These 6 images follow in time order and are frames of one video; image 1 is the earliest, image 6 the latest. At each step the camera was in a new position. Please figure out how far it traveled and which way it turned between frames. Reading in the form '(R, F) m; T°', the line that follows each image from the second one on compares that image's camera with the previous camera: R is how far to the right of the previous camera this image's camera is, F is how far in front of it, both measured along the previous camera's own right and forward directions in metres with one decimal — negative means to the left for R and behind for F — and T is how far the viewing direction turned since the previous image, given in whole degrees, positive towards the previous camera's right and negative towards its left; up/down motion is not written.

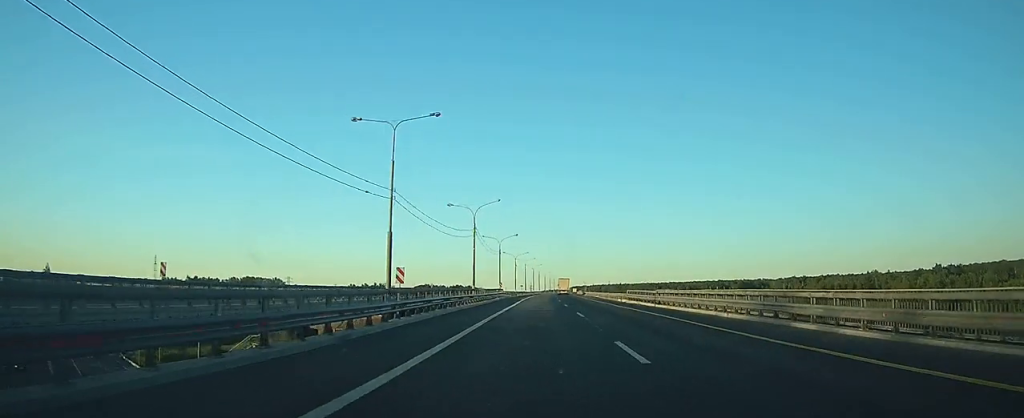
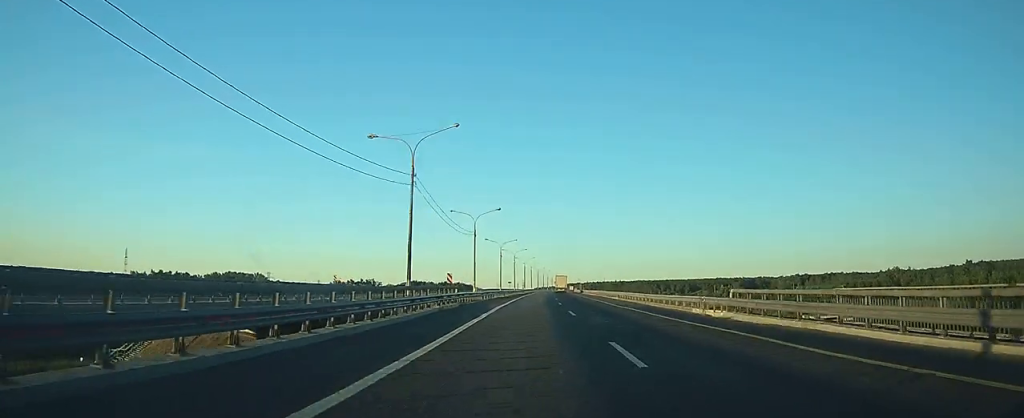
(+0.2, +32.2) m; 0°
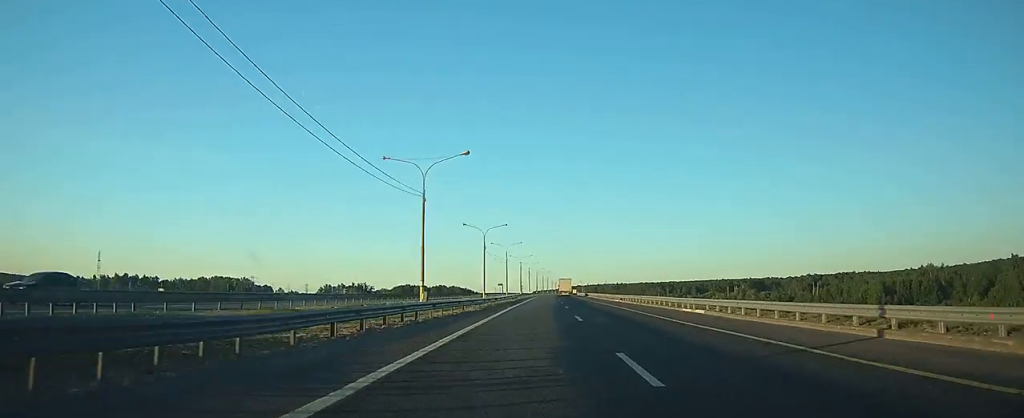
(+0.1, +34.1) m; 0°
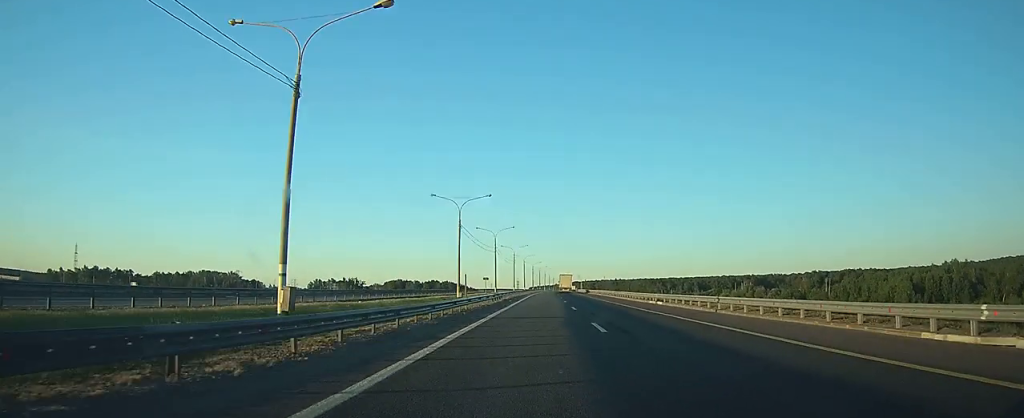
(+0.1, +23.7) m; 0°
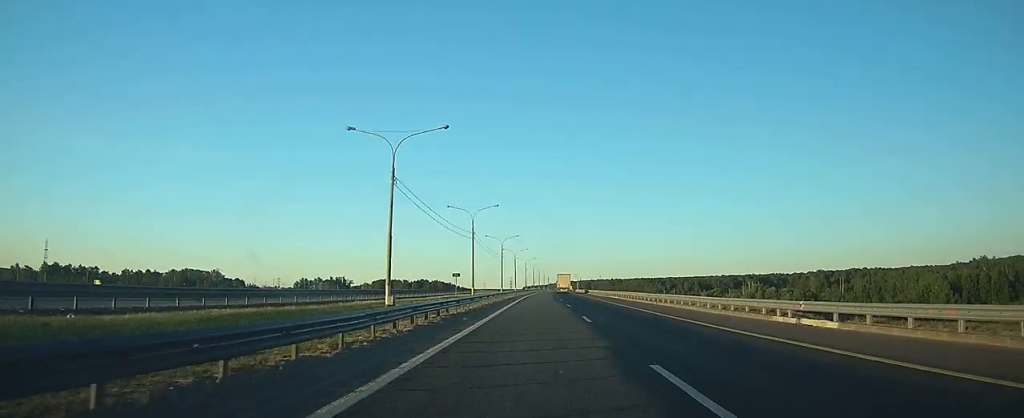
(+0.1, +26.6) m; 0°
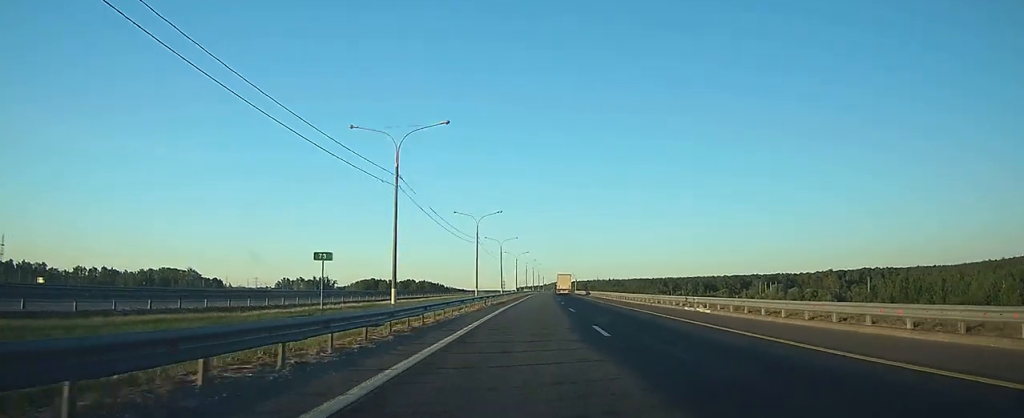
(+0.1, +38.1) m; 0°
